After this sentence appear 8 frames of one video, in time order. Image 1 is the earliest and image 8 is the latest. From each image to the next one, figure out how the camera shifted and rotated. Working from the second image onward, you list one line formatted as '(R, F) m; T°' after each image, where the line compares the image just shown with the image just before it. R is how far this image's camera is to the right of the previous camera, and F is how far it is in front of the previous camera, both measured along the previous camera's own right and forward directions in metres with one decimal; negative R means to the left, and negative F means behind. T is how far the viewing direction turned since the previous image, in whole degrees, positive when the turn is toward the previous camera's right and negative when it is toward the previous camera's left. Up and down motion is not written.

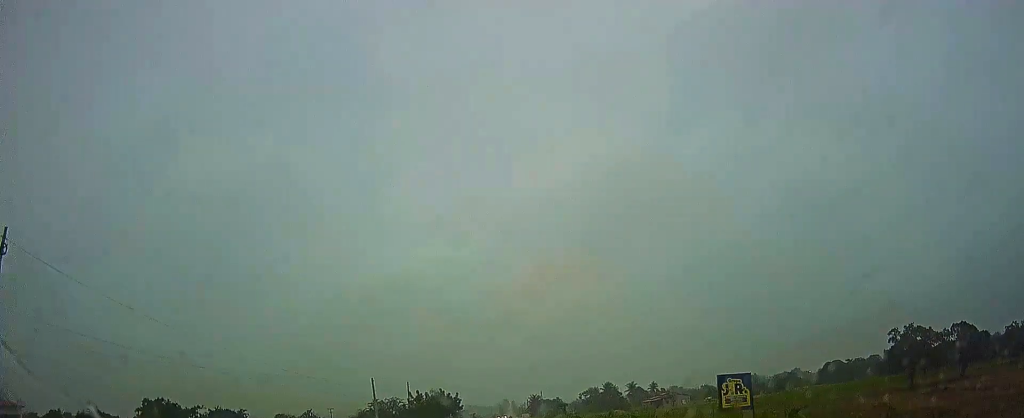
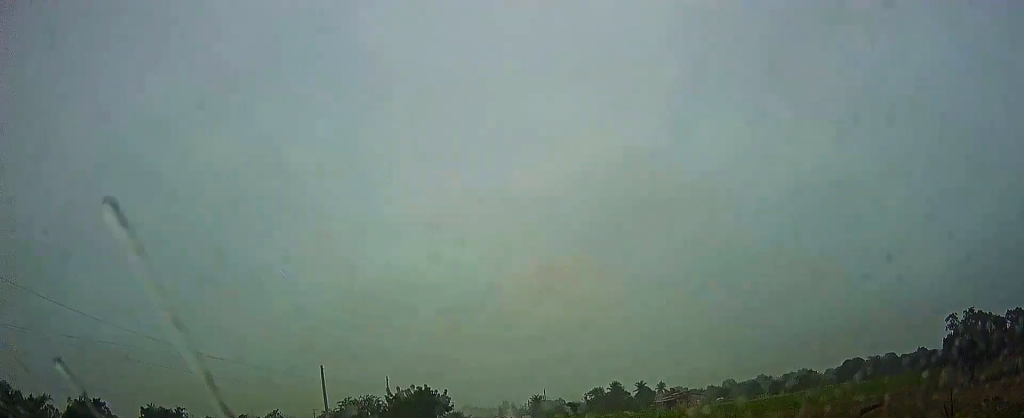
(0.0, +16.1) m; 0°
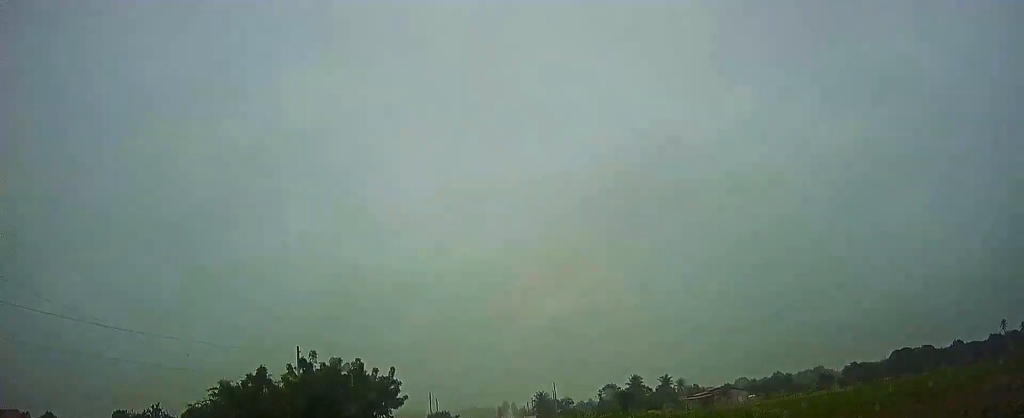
(0.0, +34.2) m; 0°
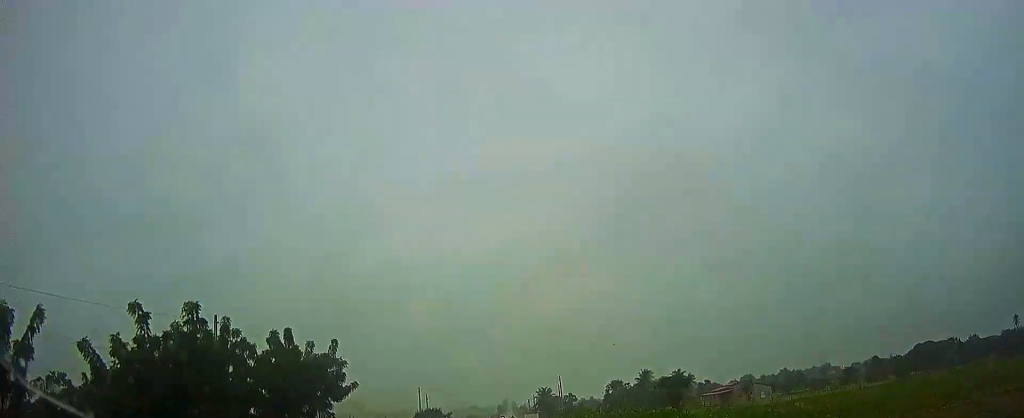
(0.0, +13.8) m; 0°
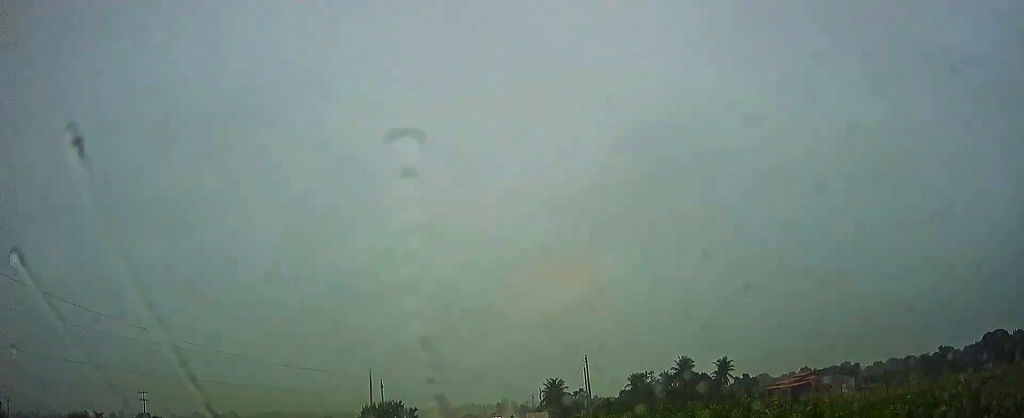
(+0.1, +36.0) m; 0°
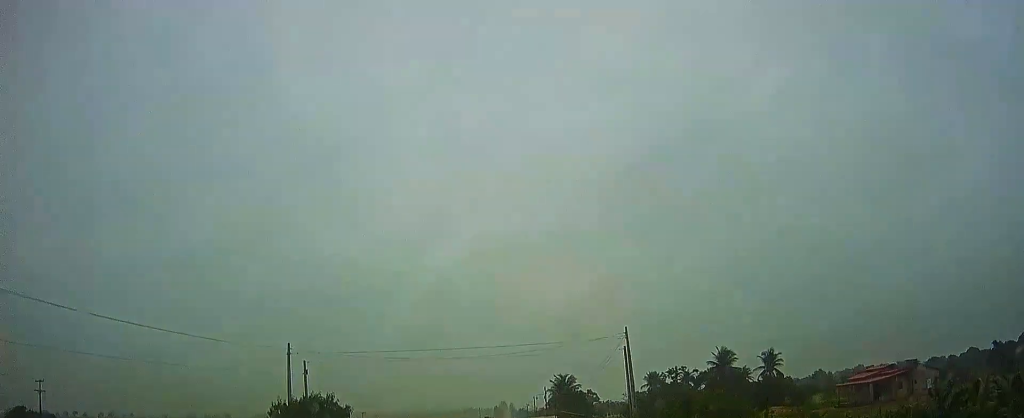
(0.0, +24.4) m; -1°
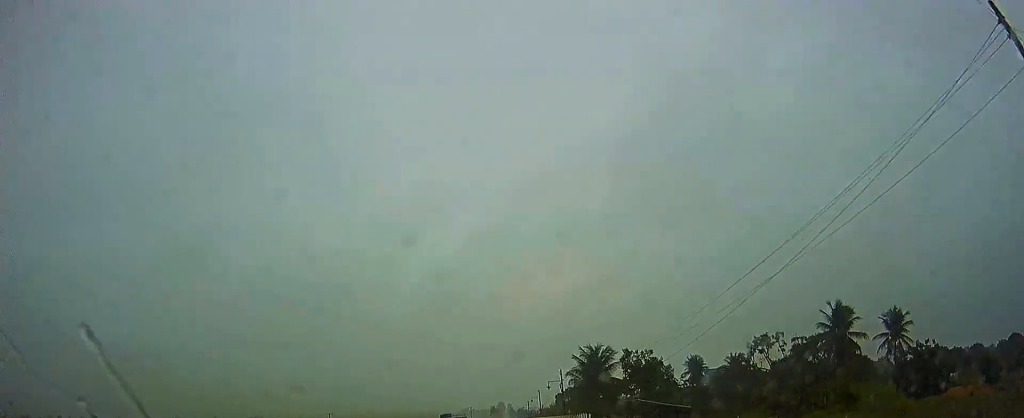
(-0.4, +39.7) m; 0°
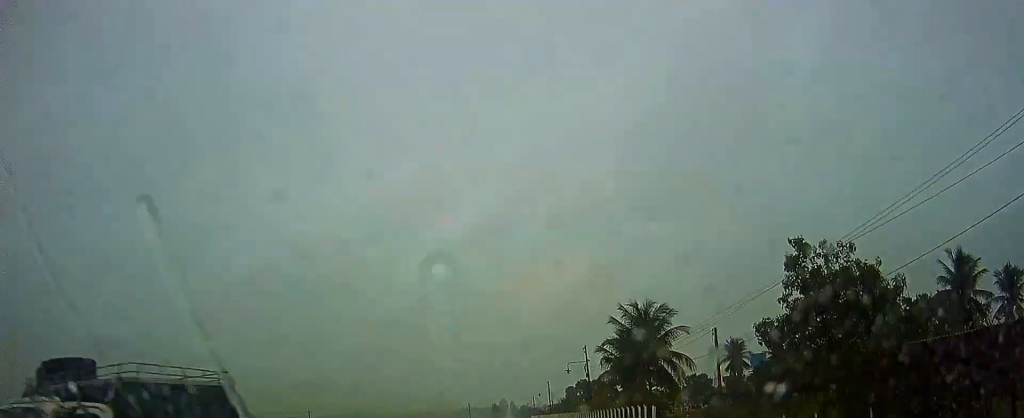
(+0.2, +21.7) m; +1°
